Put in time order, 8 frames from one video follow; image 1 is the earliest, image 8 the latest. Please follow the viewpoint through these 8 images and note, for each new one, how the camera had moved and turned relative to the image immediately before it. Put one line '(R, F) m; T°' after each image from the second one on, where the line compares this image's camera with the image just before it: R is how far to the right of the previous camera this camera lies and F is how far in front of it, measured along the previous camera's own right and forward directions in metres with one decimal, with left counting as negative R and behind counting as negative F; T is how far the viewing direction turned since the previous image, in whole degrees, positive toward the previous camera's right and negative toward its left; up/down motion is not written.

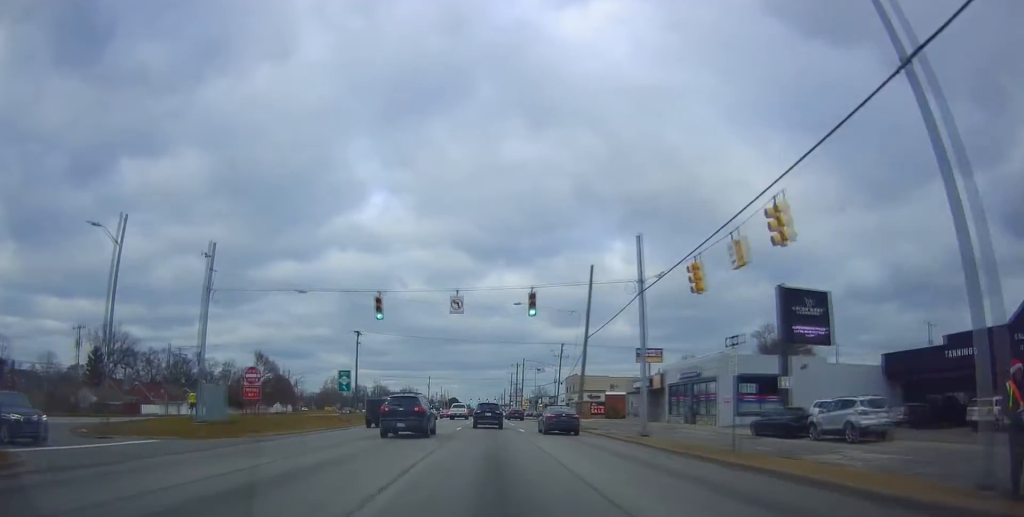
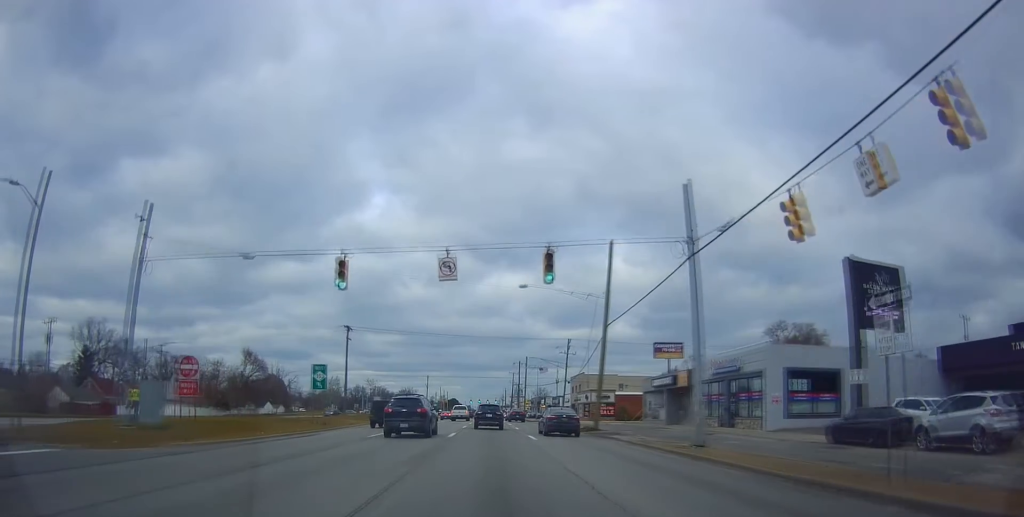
(+0.3, +6.9) m; +1°
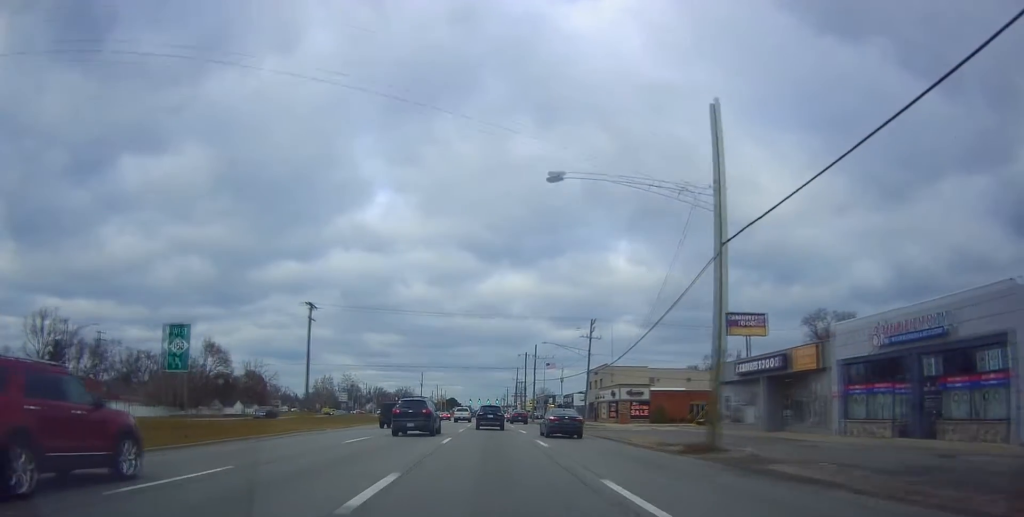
(-0.2, +19.0) m; +1°
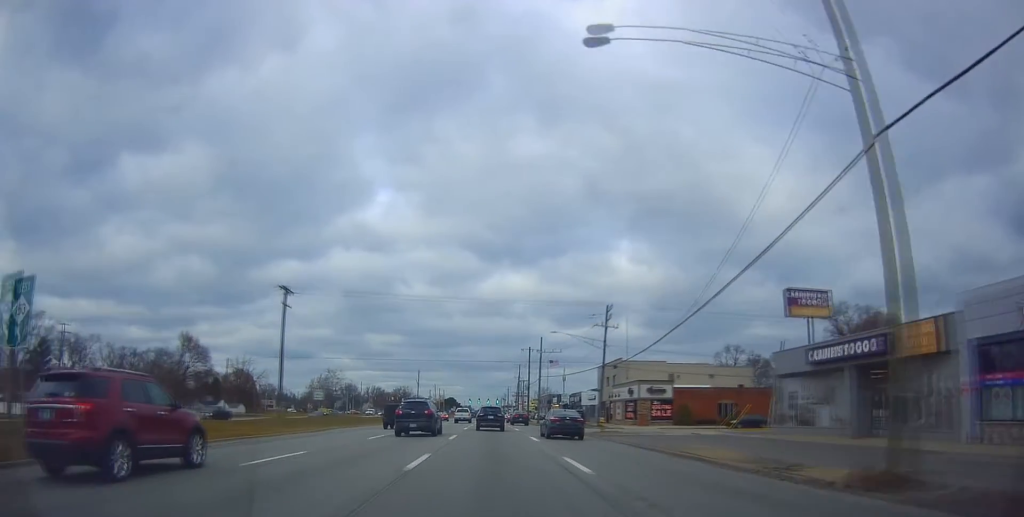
(+0.2, +9.0) m; +1°
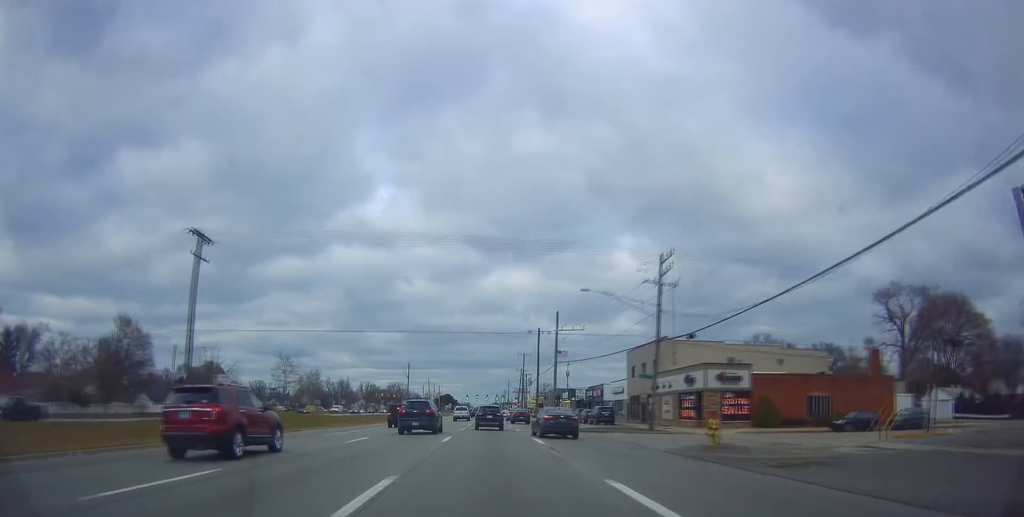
(+0.1, +19.0) m; -2°
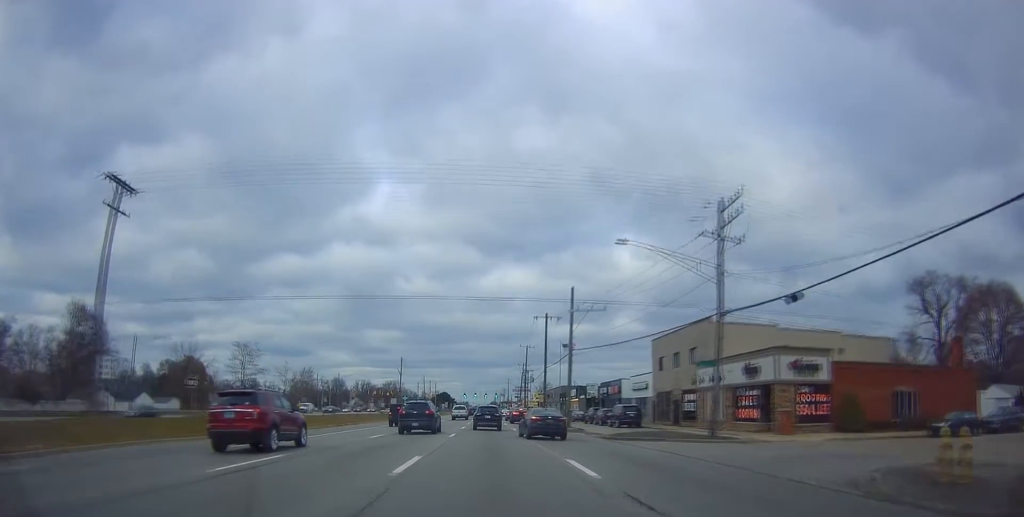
(-0.5, +11.0) m; 0°
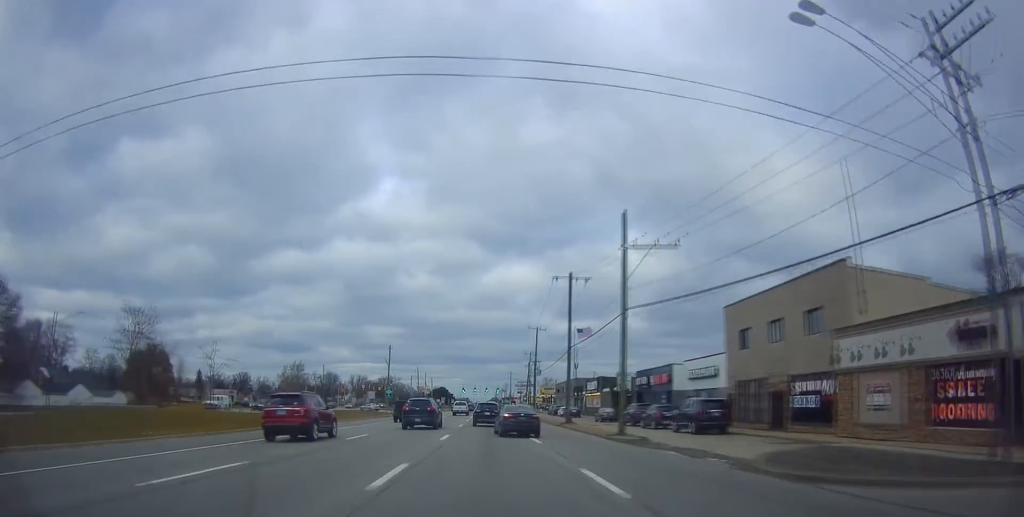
(+0.3, +18.5) m; +2°
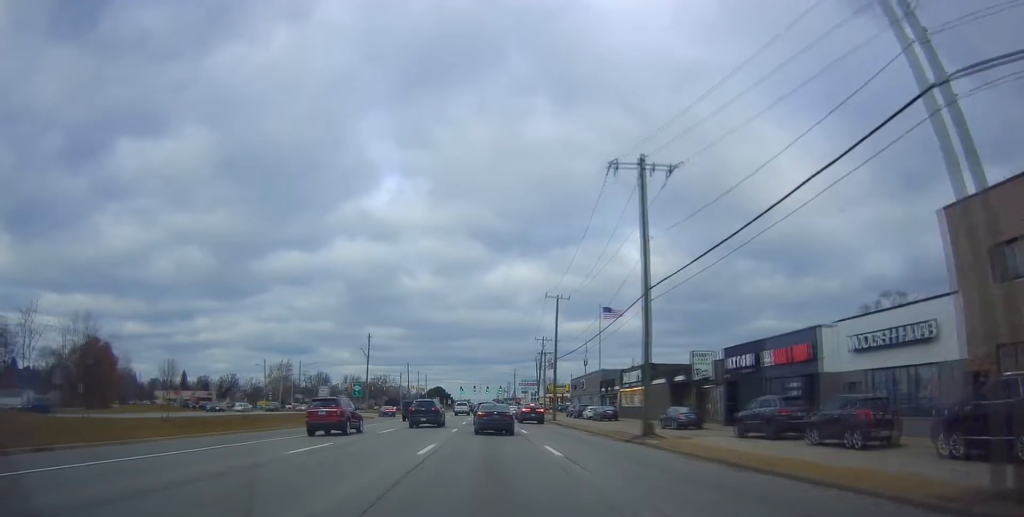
(-0.1, +23.4) m; -2°
